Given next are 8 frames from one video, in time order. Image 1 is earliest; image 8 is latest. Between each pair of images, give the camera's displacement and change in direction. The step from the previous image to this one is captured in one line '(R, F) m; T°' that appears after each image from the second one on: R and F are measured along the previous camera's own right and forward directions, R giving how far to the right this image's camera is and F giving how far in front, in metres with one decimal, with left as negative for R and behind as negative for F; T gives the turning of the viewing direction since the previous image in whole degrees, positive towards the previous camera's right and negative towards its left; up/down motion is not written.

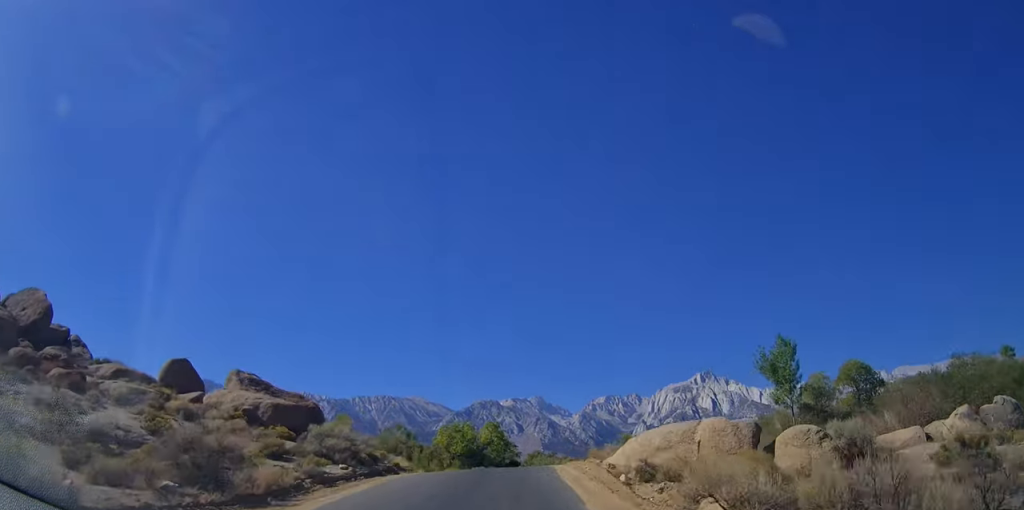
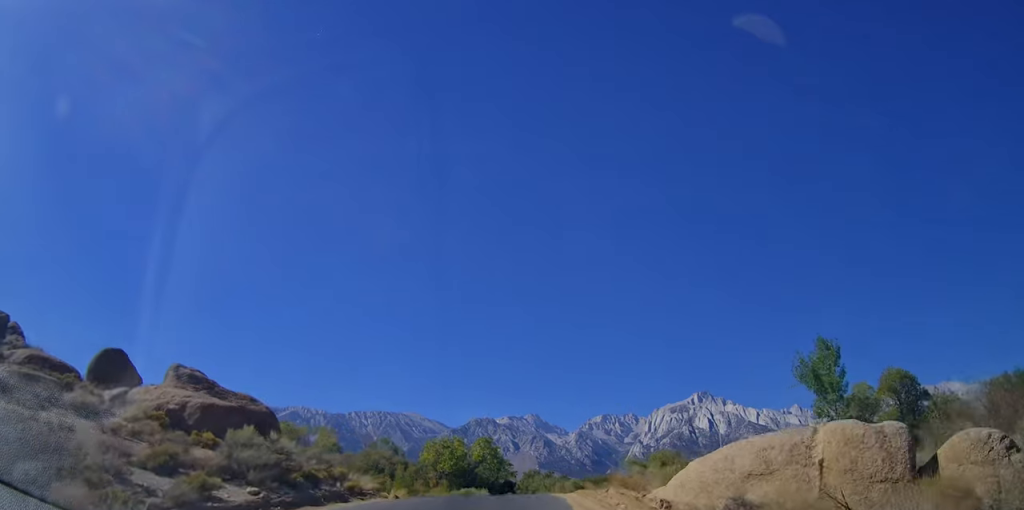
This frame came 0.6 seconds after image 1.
(-0.1, +6.8) m; 0°
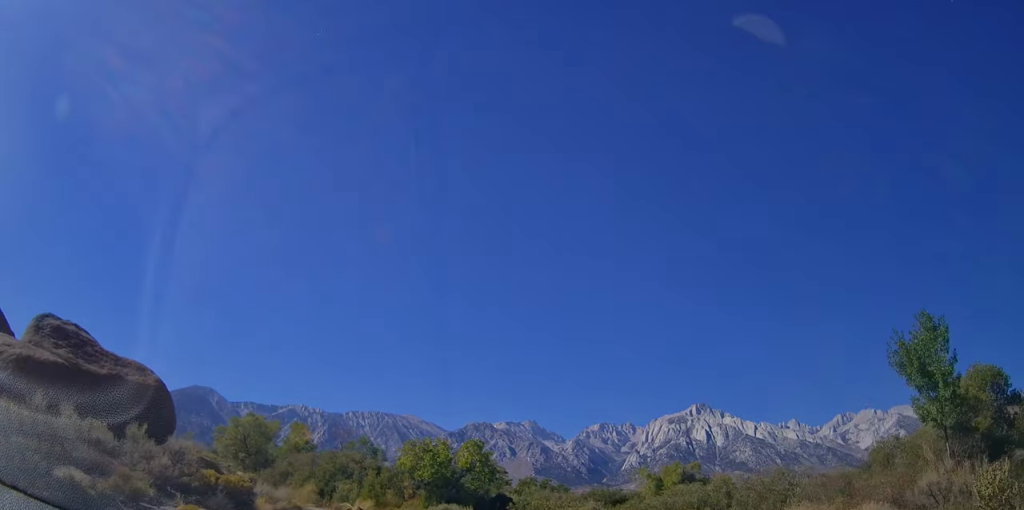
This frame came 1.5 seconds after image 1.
(+0.1, +10.7) m; +1°
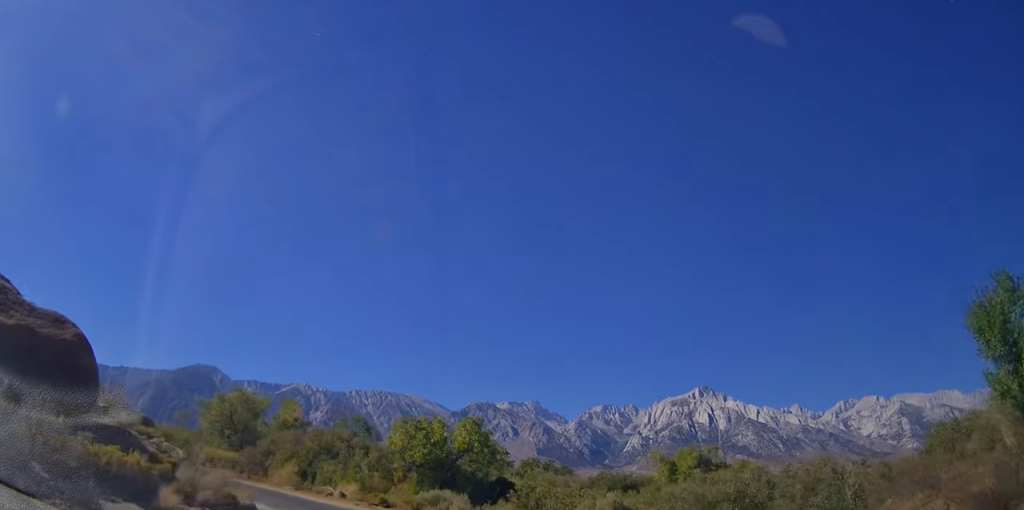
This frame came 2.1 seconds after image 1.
(+0.2, +5.3) m; 0°
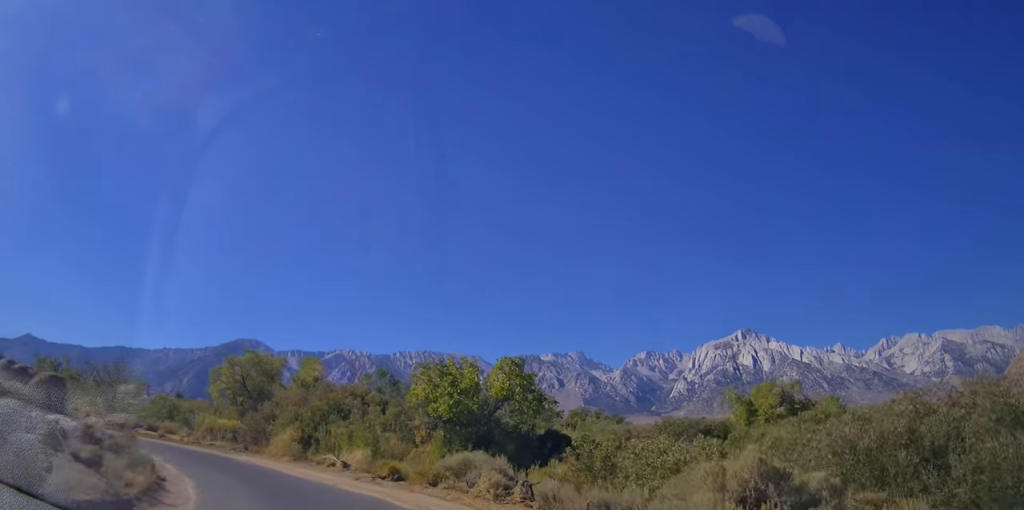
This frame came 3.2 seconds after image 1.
(-0.3, +9.5) m; -3°
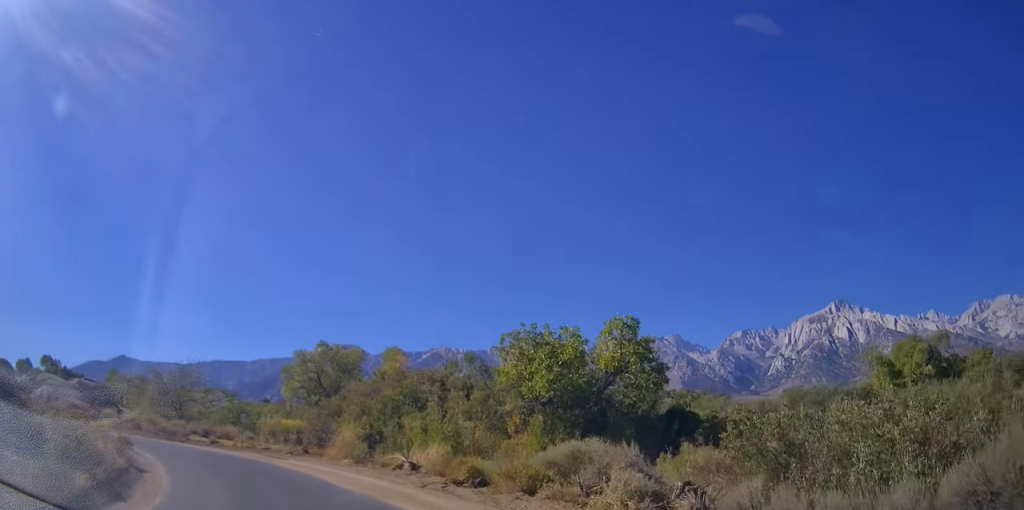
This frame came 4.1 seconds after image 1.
(-0.1, +6.6) m; -8°
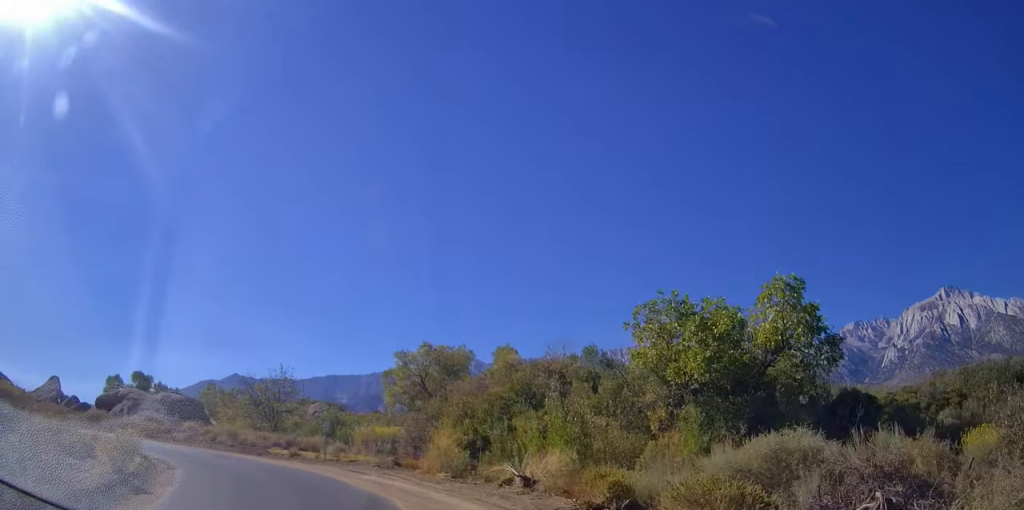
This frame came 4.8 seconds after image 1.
(-0.6, +5.3) m; -7°
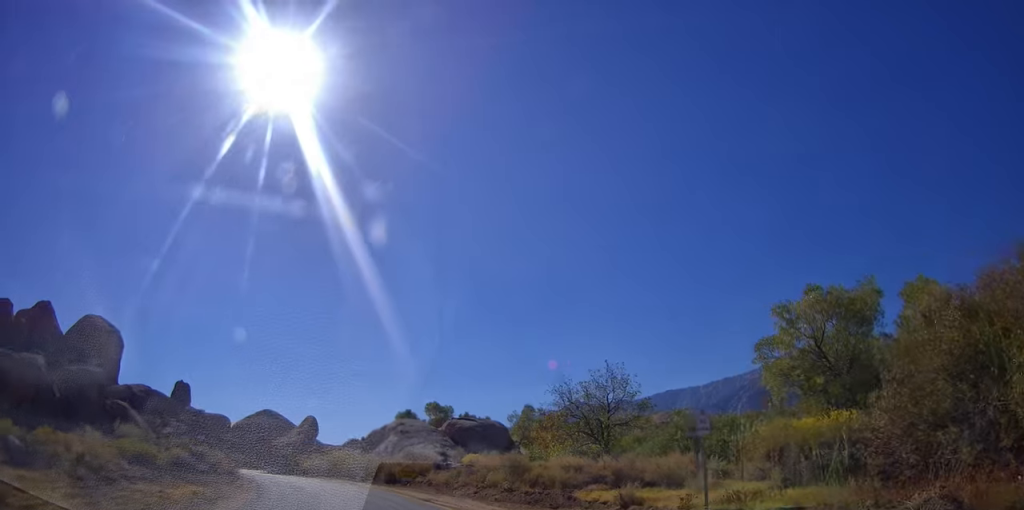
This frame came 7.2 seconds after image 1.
(-5.4, +15.0) m; -41°
